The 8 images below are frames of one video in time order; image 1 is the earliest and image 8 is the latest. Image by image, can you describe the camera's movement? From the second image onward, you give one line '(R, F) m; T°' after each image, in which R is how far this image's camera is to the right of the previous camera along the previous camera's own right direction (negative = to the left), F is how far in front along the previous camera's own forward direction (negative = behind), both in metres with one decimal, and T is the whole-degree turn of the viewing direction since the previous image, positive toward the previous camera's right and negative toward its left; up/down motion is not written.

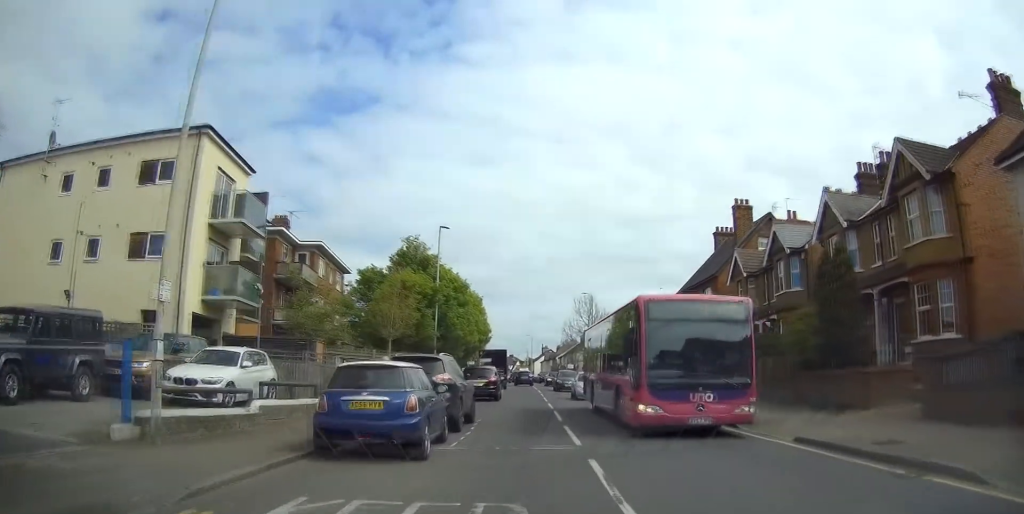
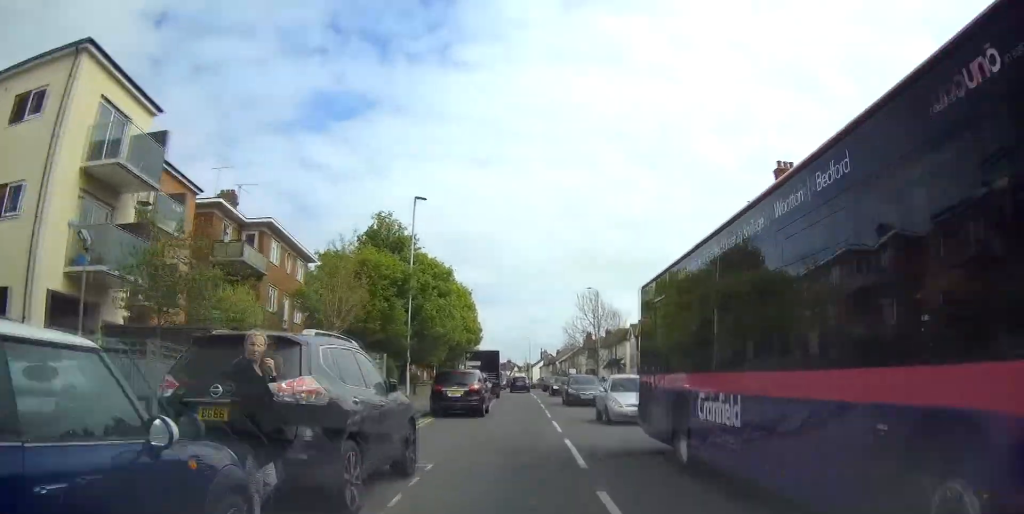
(-0.6, +8.9) m; -2°
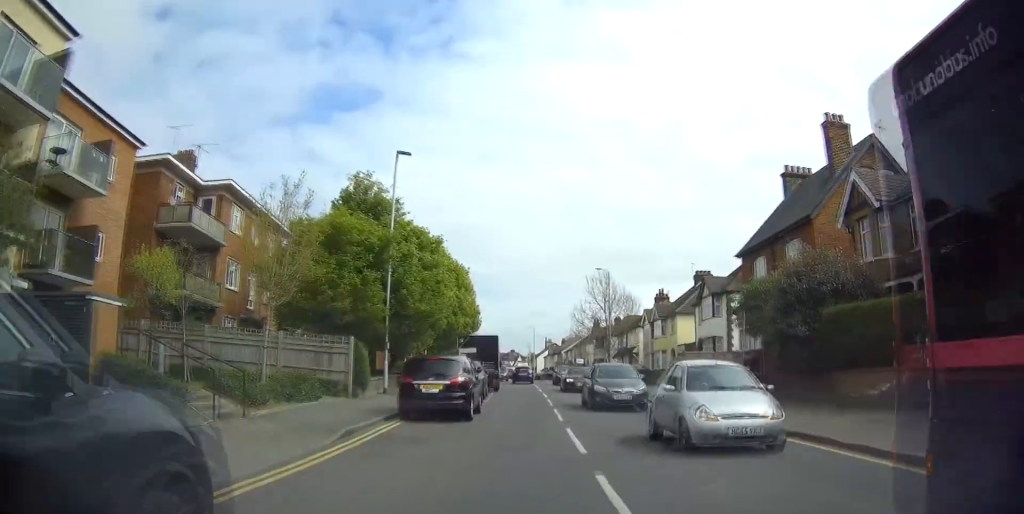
(+0.3, +6.3) m; +2°
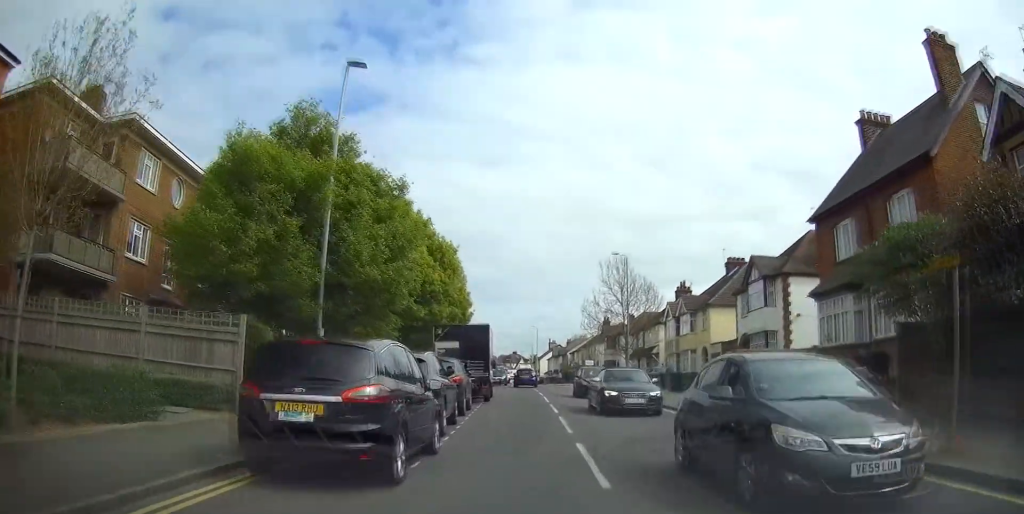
(-0.1, +9.7) m; -4°
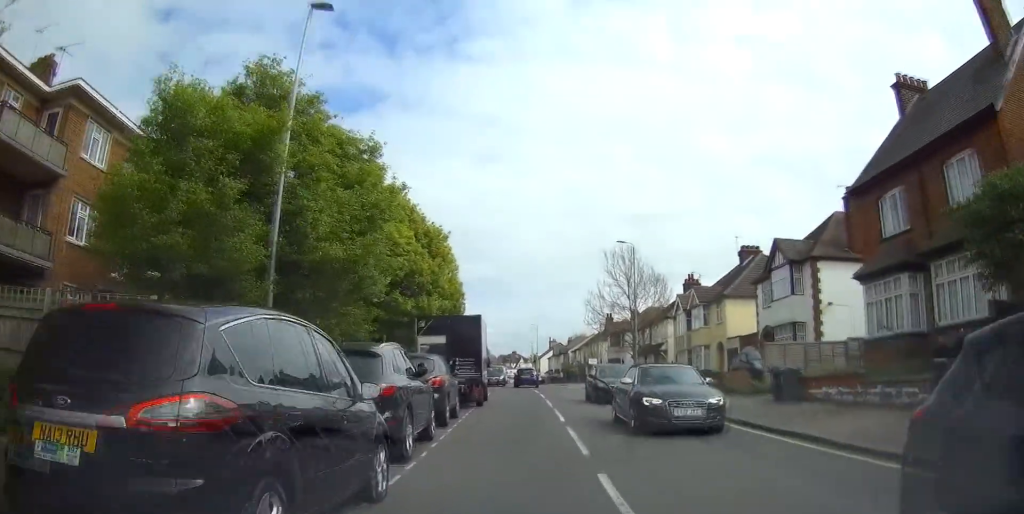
(-0.2, +3.8) m; -2°
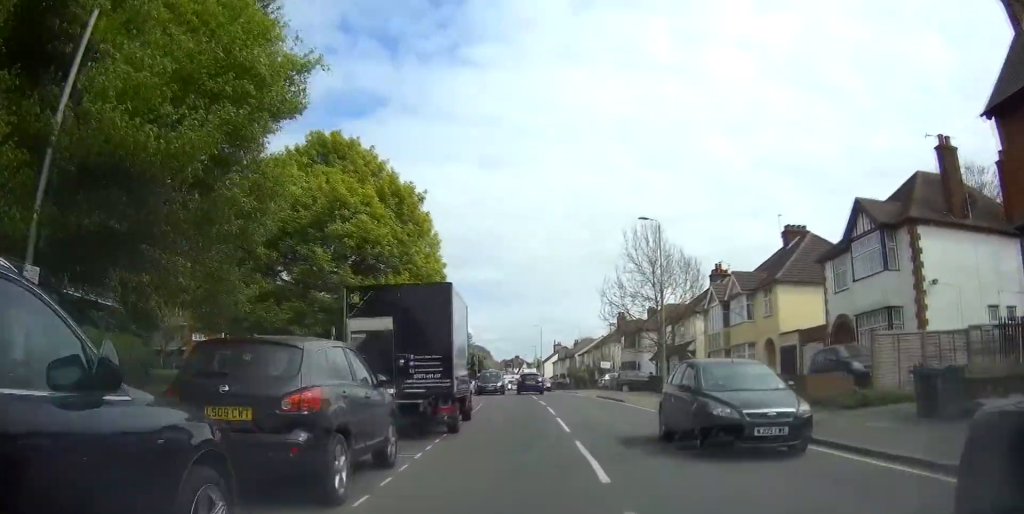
(-0.2, +8.6) m; -1°
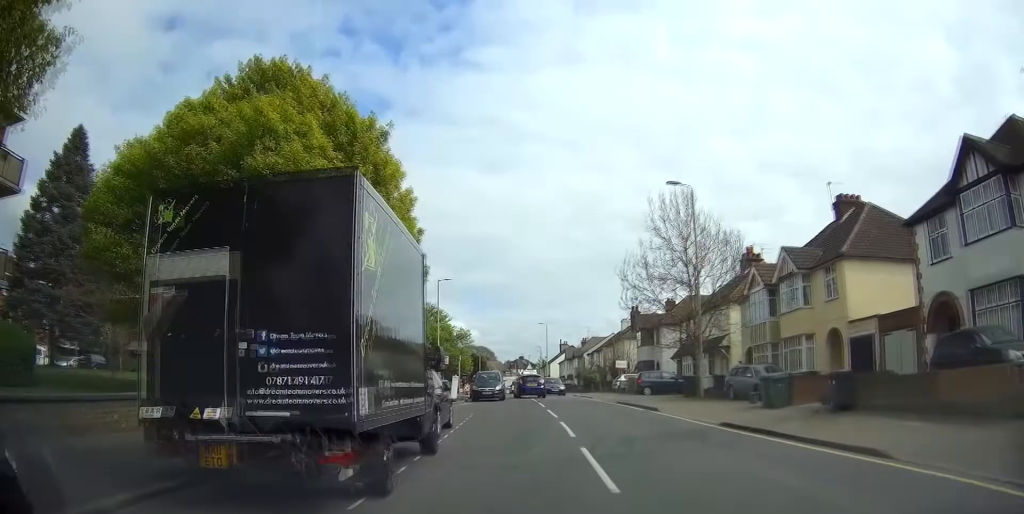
(0.0, +7.3) m; +1°
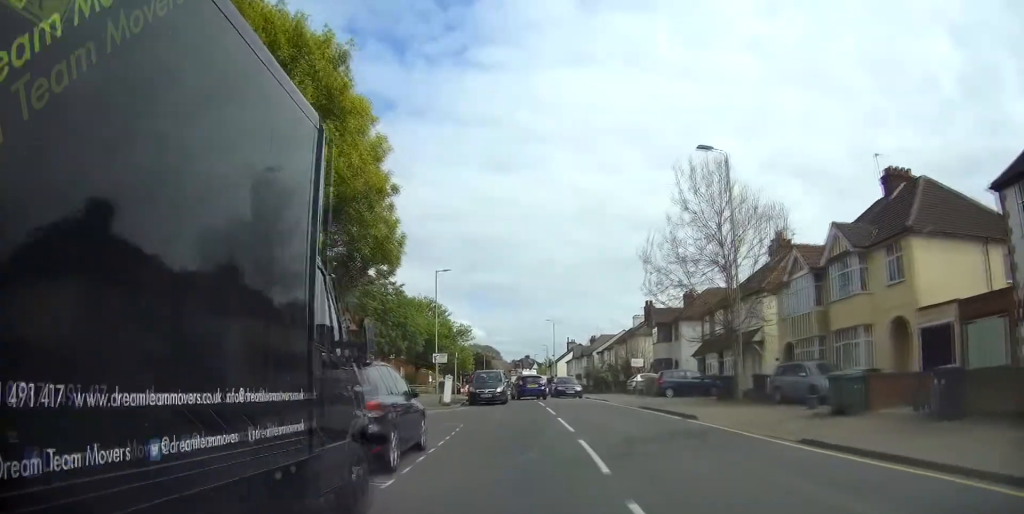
(0.0, +5.1) m; +1°
